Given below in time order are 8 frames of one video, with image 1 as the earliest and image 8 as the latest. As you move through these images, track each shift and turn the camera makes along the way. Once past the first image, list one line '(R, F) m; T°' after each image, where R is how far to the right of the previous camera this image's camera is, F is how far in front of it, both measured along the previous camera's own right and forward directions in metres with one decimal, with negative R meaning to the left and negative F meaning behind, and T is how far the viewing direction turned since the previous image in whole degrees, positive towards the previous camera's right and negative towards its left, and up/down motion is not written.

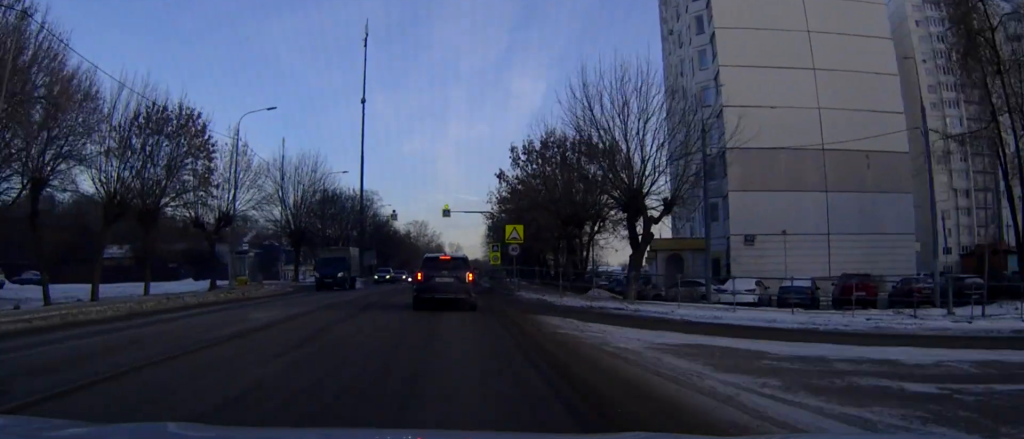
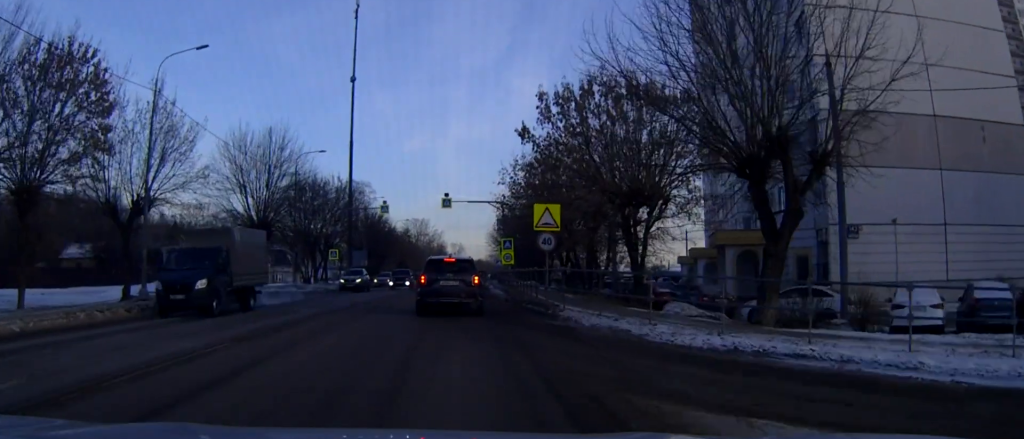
(-0.1, +13.6) m; 0°
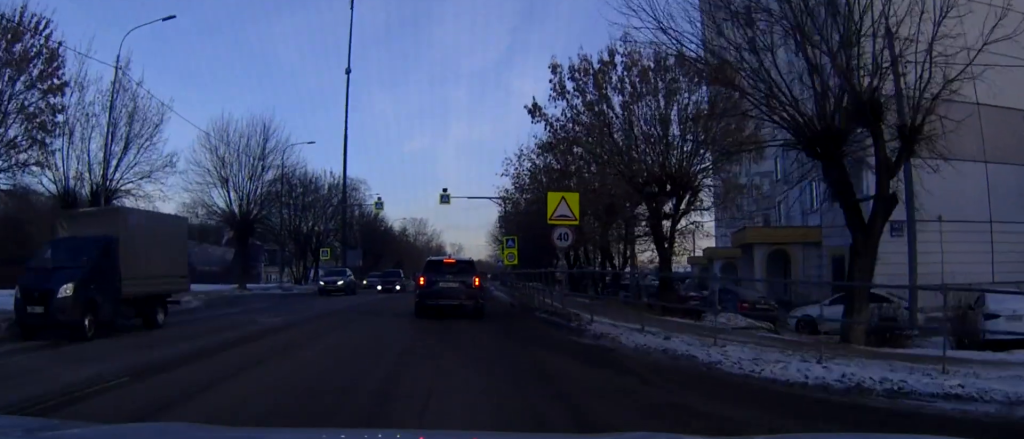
(0.0, +4.1) m; 0°
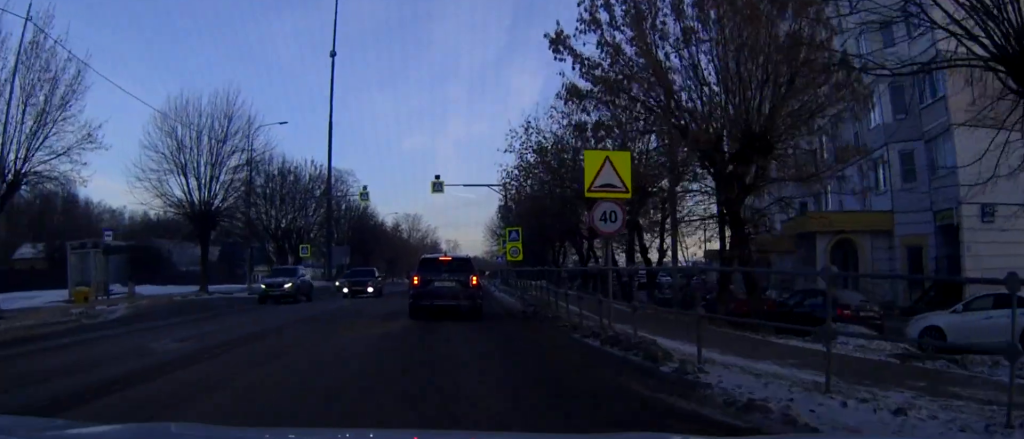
(0.0, +7.2) m; +1°
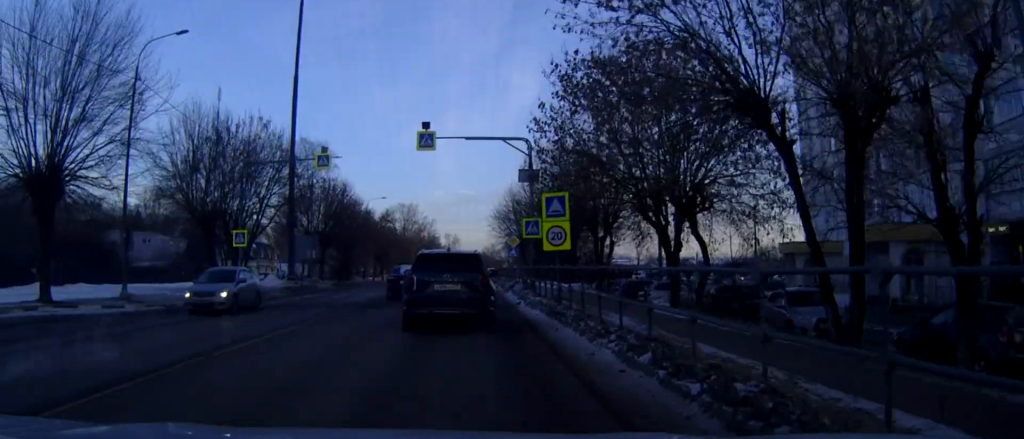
(+0.1, +18.6) m; 0°
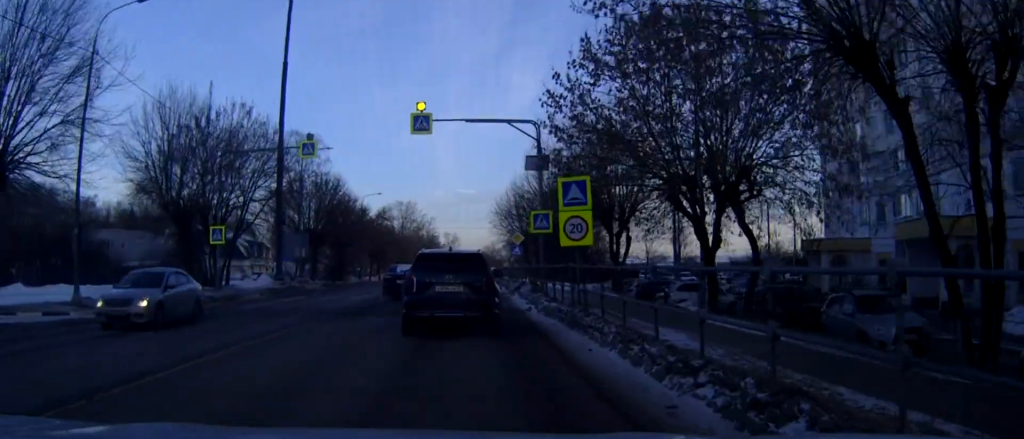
(0.0, +4.2) m; 0°
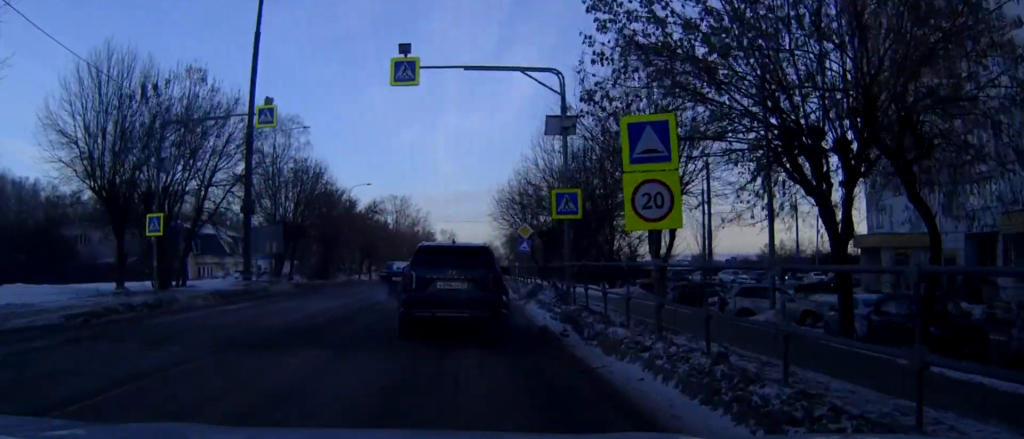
(0.0, +8.2) m; 0°
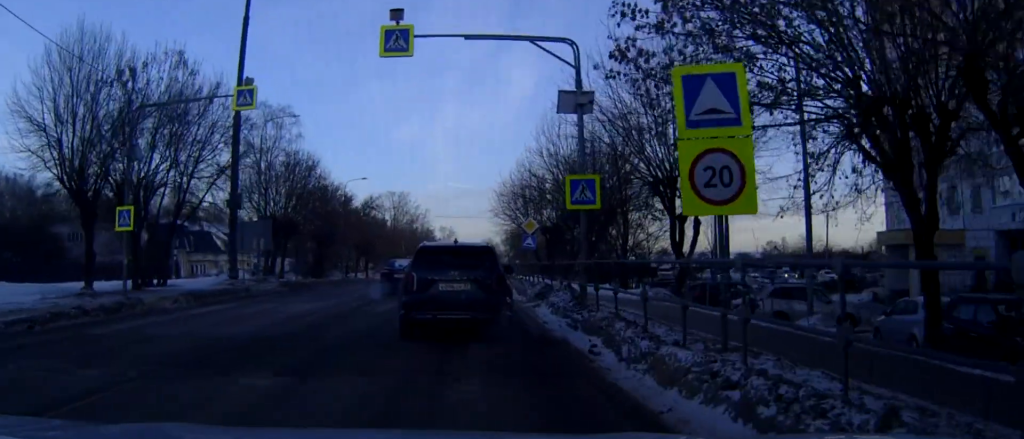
(0.0, +3.1) m; 0°
